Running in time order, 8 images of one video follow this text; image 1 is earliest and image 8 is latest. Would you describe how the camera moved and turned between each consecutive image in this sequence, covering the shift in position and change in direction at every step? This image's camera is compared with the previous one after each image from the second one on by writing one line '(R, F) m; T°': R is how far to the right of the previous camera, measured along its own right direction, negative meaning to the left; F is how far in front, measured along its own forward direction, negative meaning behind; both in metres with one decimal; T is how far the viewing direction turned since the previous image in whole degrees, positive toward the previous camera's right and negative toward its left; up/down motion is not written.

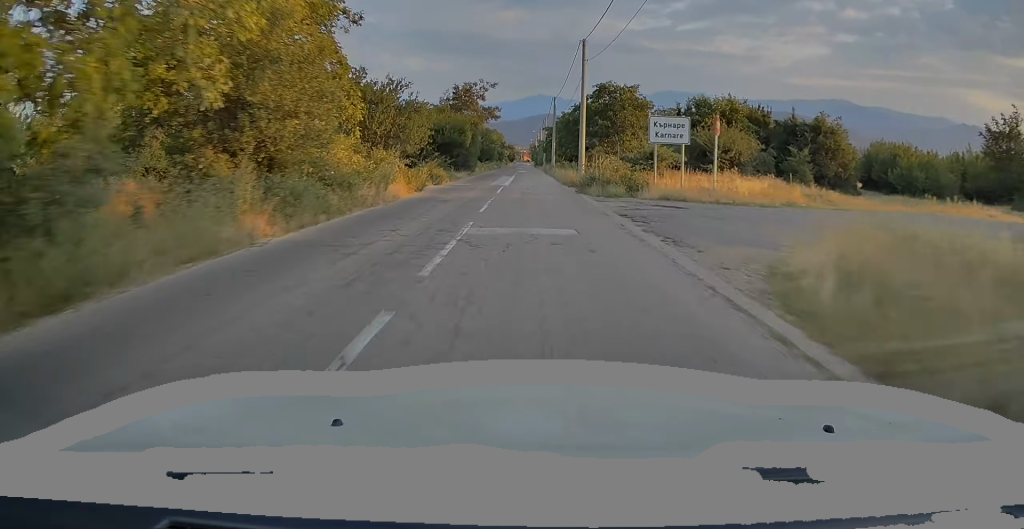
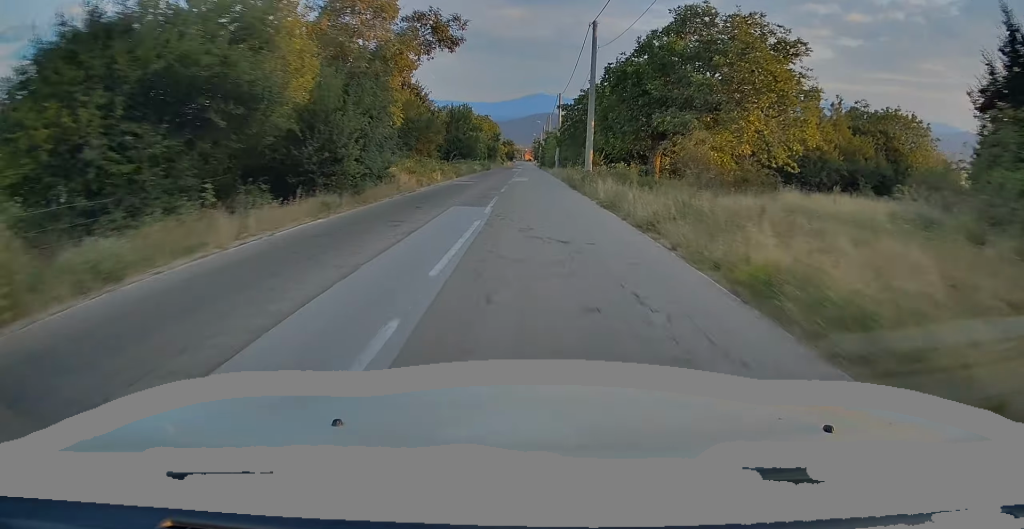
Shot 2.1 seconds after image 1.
(-0.1, +35.3) m; 0°
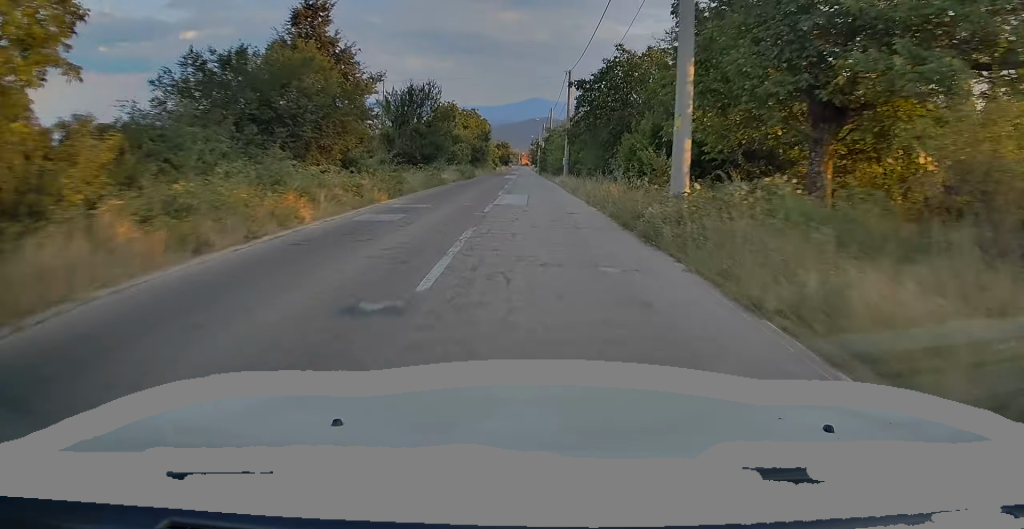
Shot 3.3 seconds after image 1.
(+0.2, +18.2) m; +1°
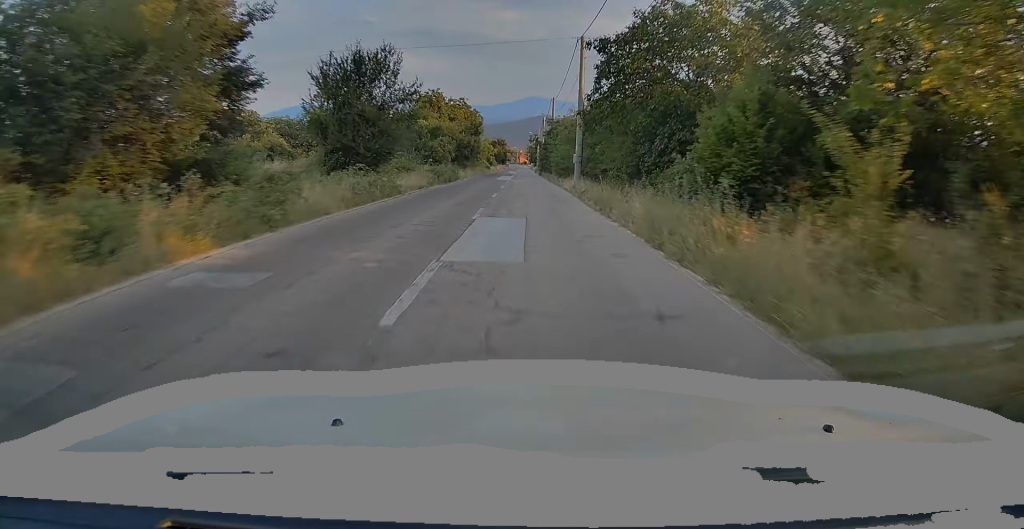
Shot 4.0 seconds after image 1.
(0.0, +11.5) m; 0°
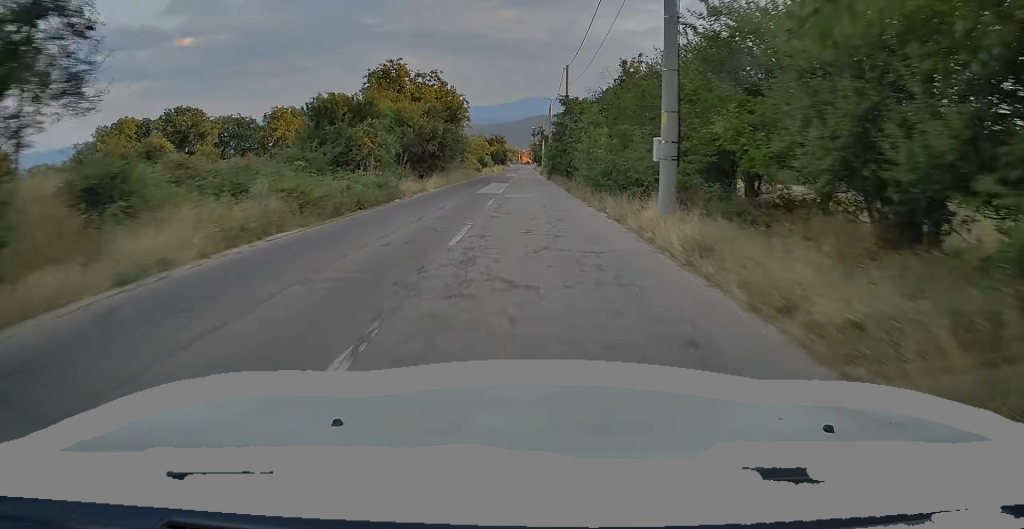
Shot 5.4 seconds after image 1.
(-0.2, +20.7) m; 0°
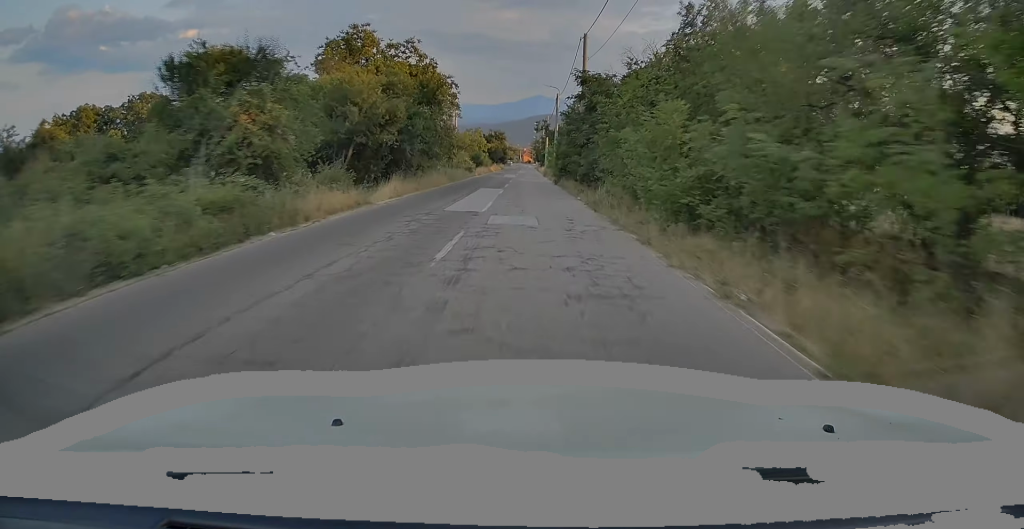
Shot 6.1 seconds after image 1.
(0.0, +10.7) m; 0°
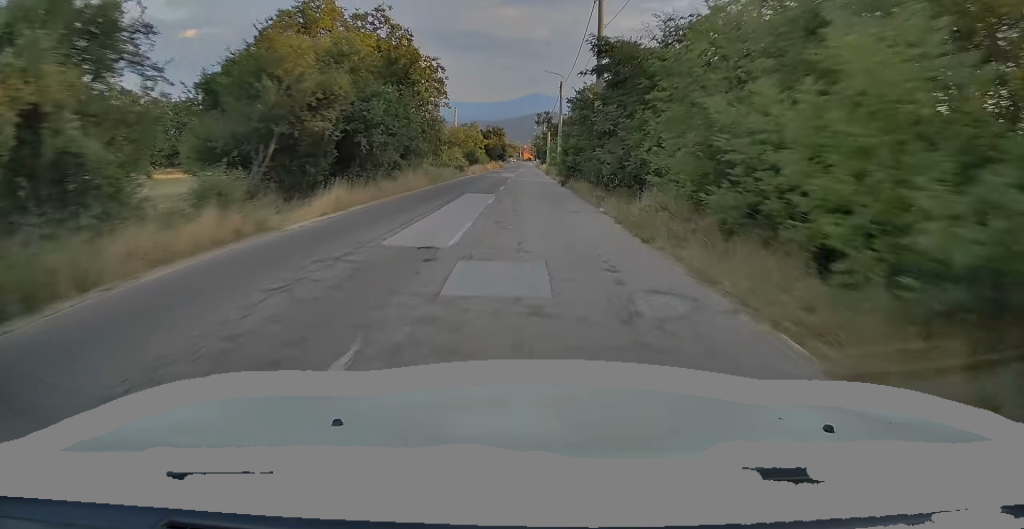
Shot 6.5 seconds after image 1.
(0.0, +7.2) m; 0°
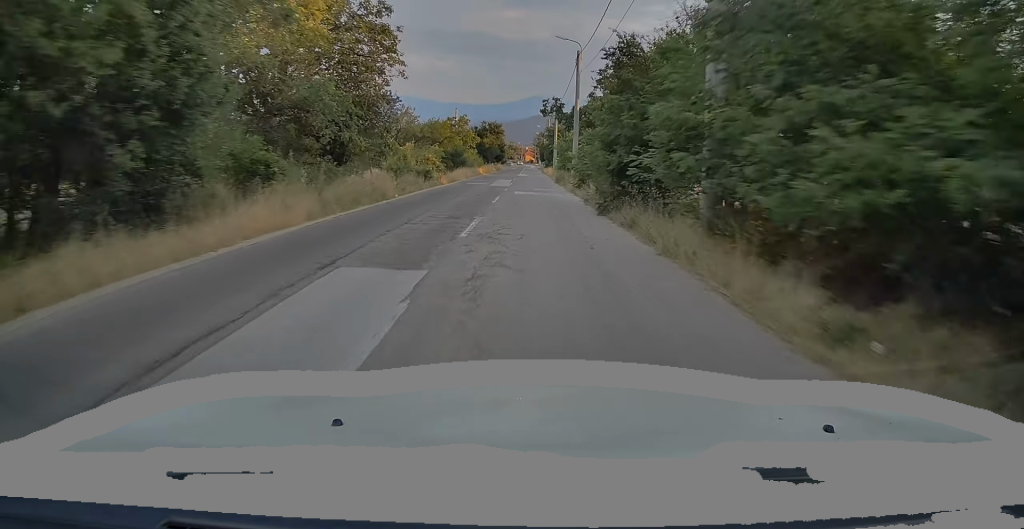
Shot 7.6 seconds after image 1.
(0.0, +15.9) m; 0°
